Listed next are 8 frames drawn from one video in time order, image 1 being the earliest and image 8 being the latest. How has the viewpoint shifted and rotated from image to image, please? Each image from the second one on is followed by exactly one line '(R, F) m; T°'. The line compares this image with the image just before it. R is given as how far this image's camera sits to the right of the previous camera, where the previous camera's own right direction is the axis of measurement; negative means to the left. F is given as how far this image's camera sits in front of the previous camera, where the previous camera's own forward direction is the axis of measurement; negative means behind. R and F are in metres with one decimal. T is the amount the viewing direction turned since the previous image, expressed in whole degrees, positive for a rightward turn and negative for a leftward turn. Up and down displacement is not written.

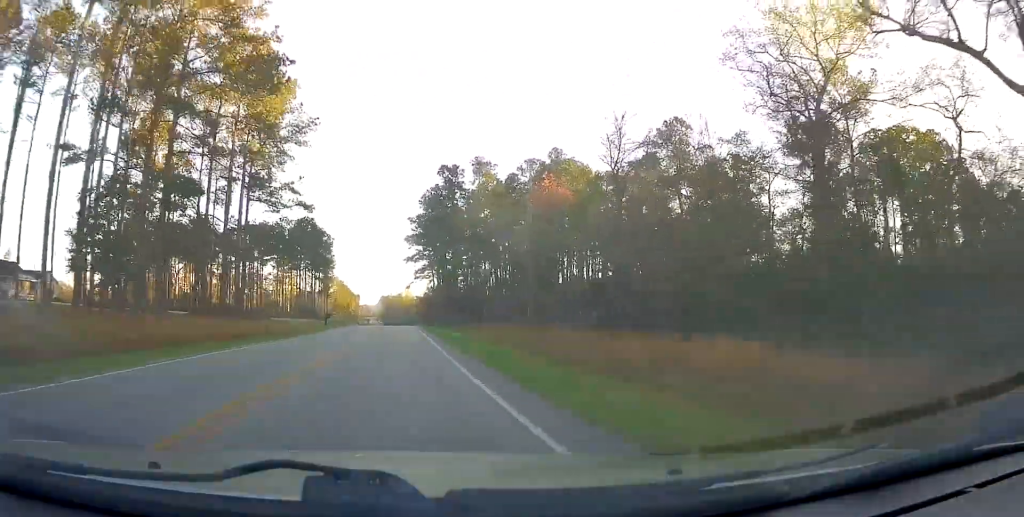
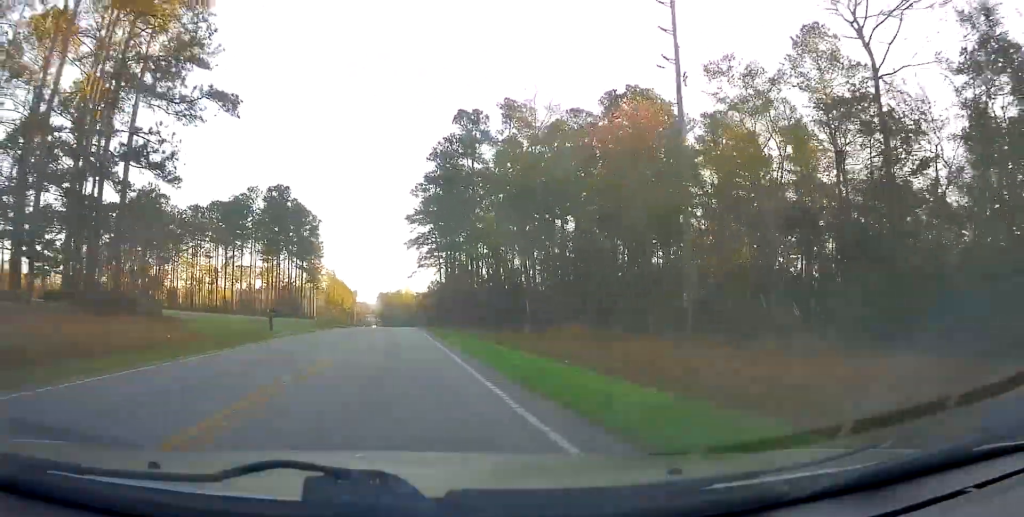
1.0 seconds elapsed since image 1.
(+0.1, +25.0) m; +1°
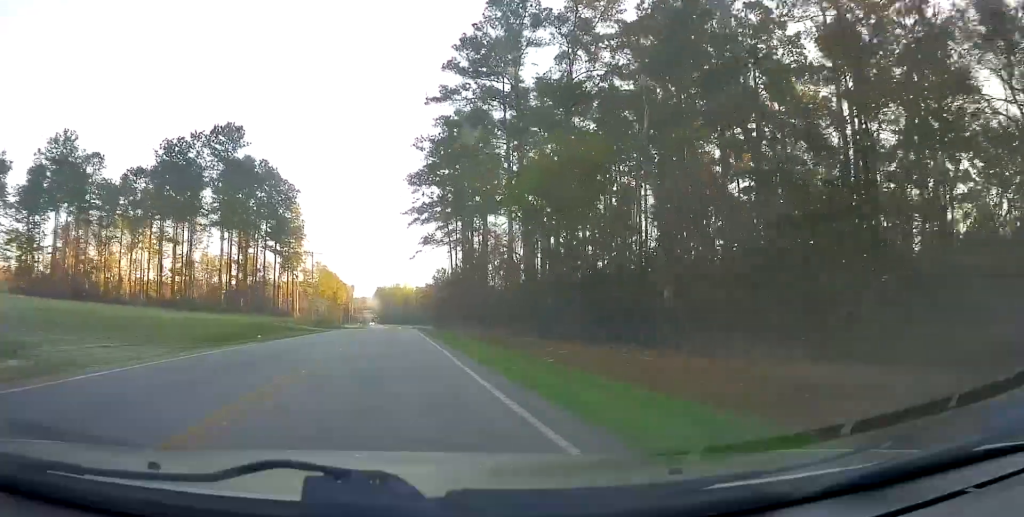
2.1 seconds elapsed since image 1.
(+0.2, +26.7) m; 0°
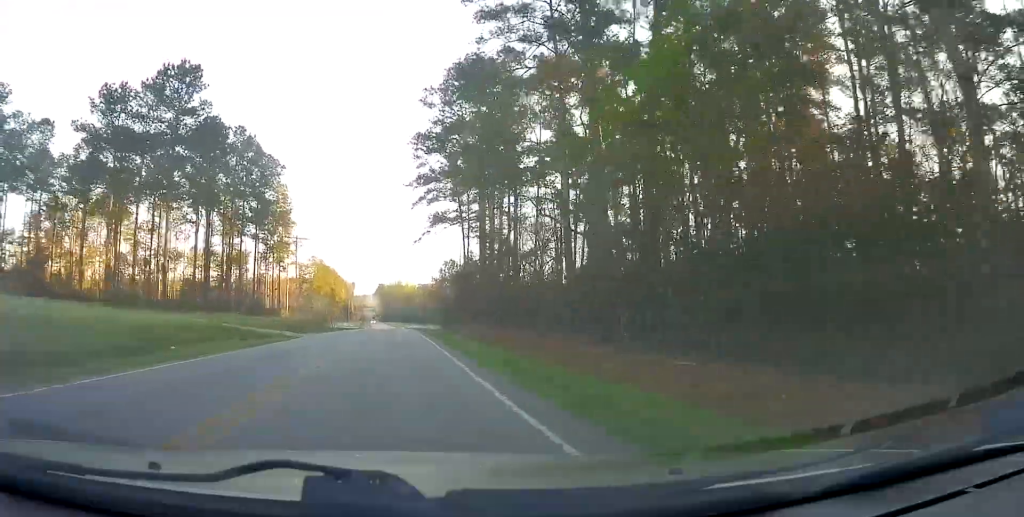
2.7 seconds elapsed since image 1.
(-0.4, +15.5) m; 0°
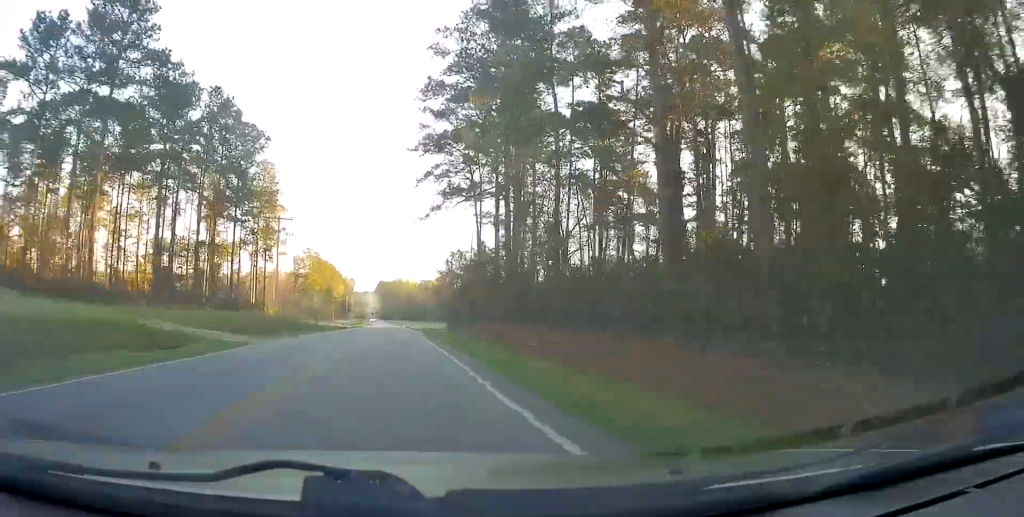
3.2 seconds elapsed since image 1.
(+0.2, +12.0) m; 0°
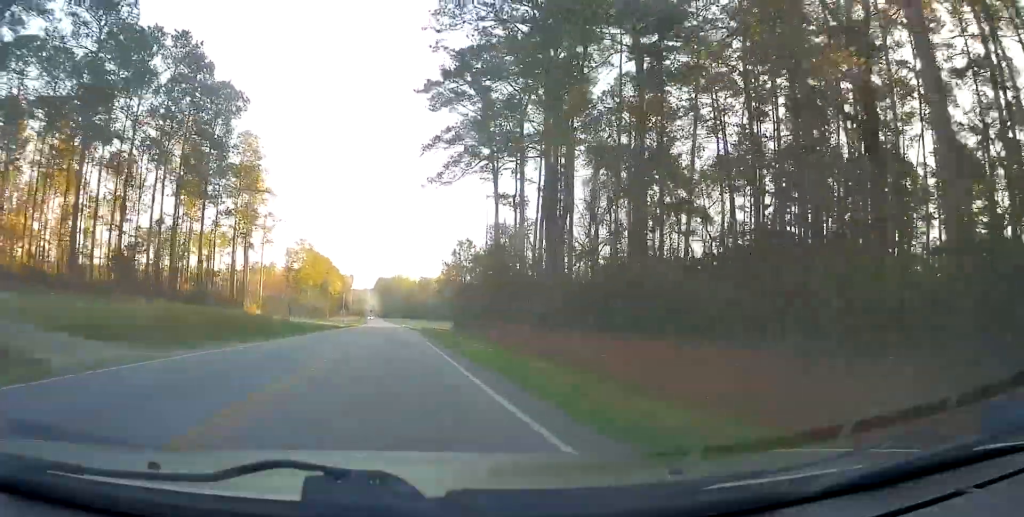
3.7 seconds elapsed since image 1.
(+0.2, +12.4) m; +1°
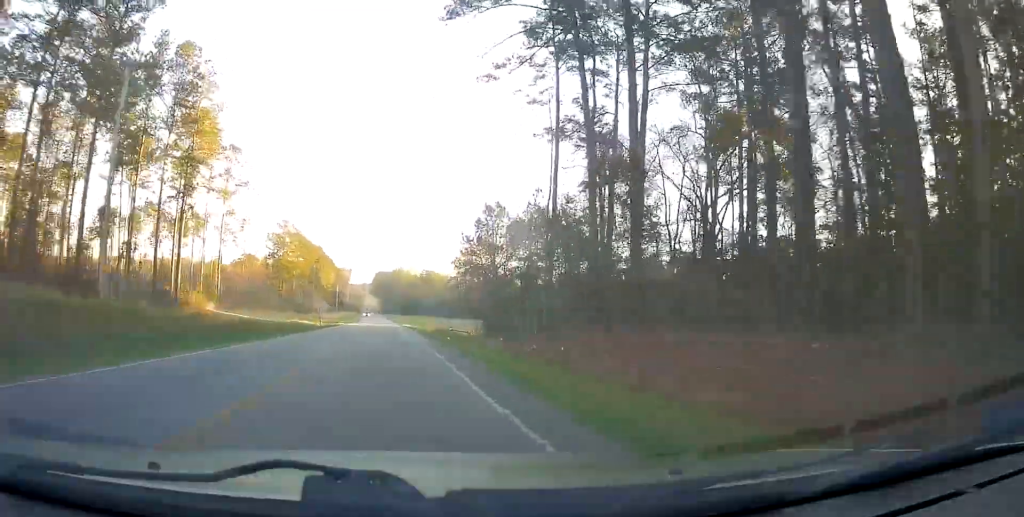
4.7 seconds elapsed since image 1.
(0.0, +24.8) m; -2°
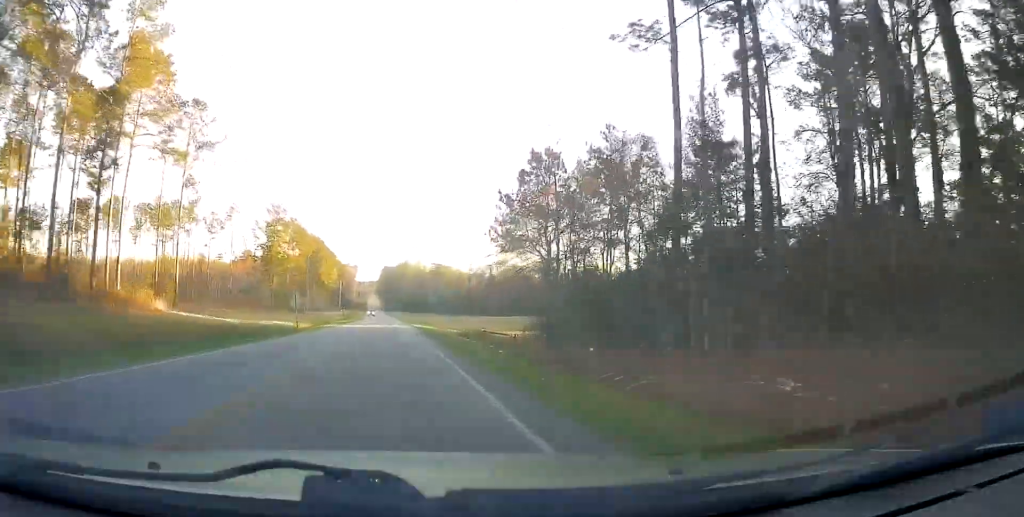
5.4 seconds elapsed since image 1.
(-0.4, +17.6) m; 0°
